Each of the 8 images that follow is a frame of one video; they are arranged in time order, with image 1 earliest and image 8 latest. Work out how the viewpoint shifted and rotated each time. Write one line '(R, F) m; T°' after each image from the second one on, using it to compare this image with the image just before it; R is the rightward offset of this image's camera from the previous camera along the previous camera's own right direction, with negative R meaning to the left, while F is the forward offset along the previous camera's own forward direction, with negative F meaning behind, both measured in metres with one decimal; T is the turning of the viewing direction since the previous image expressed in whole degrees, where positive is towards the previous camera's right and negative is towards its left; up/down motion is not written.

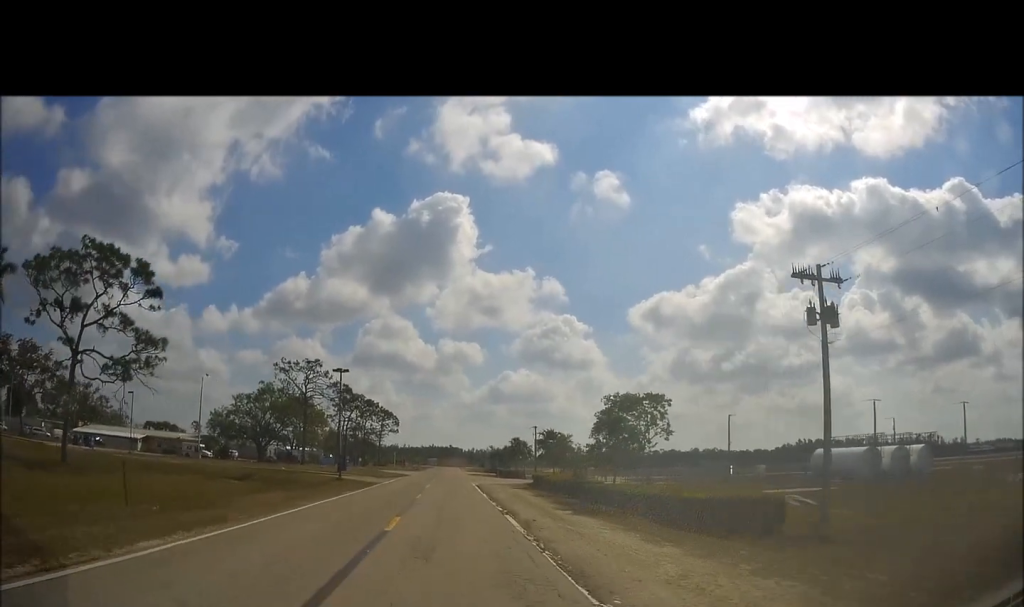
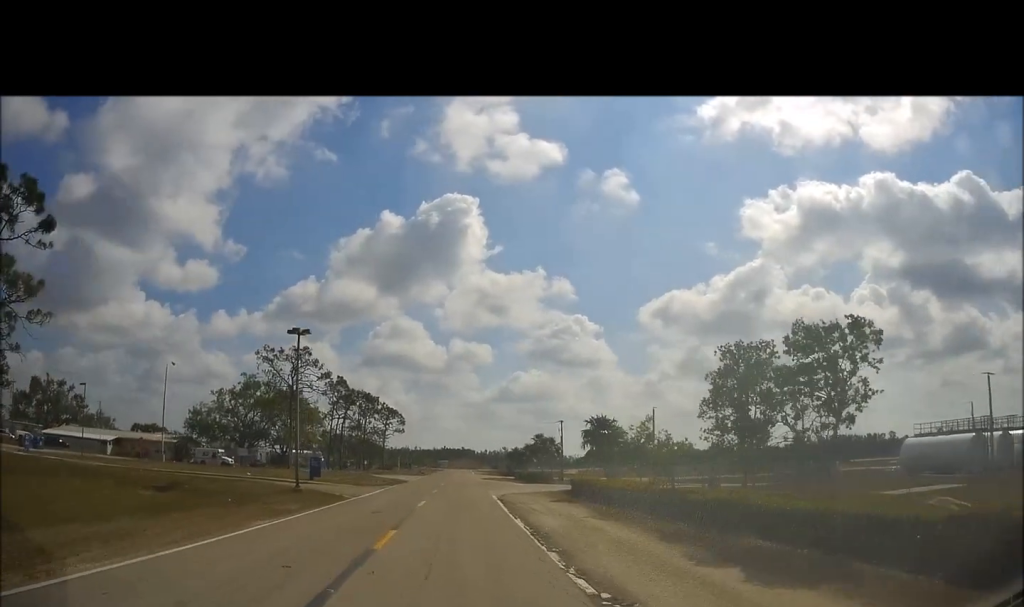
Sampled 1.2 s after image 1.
(+0.4, +14.0) m; 0°
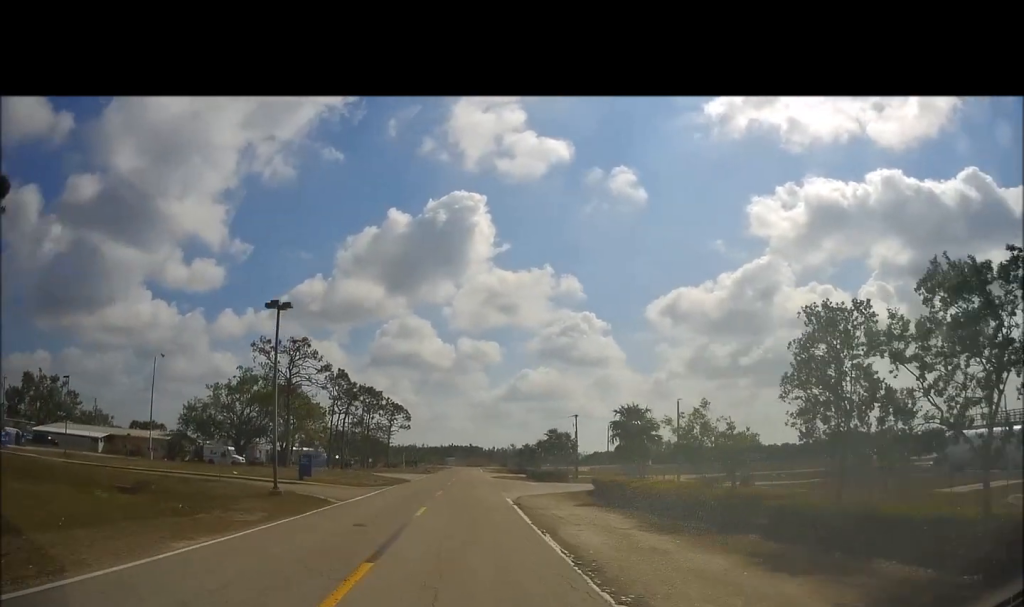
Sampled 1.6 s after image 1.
(-0.2, +4.9) m; -1°
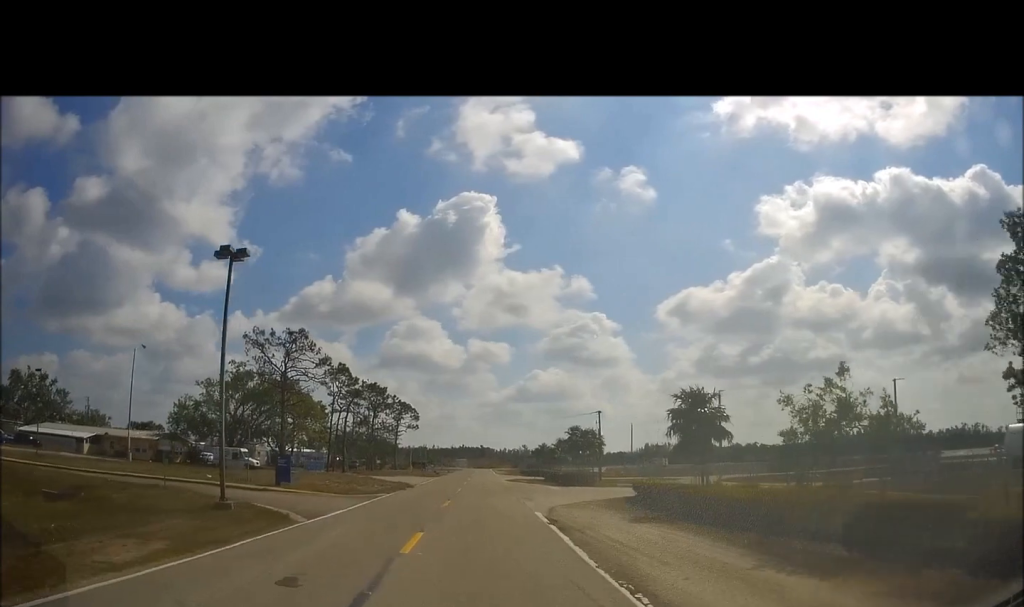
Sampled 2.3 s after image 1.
(-0.1, +7.1) m; -2°
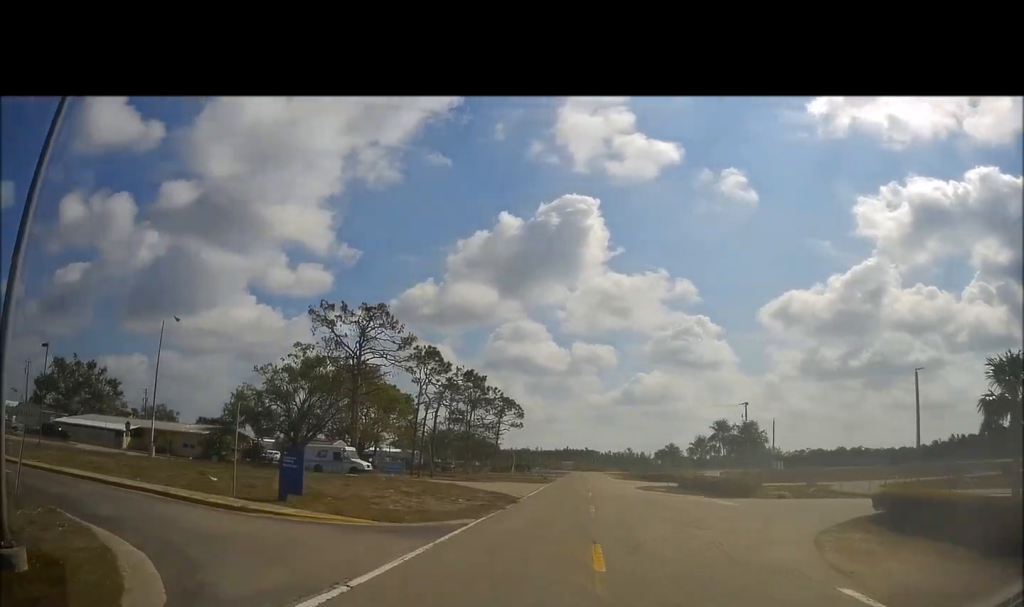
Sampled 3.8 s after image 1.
(-0.7, +14.1) m; -9°
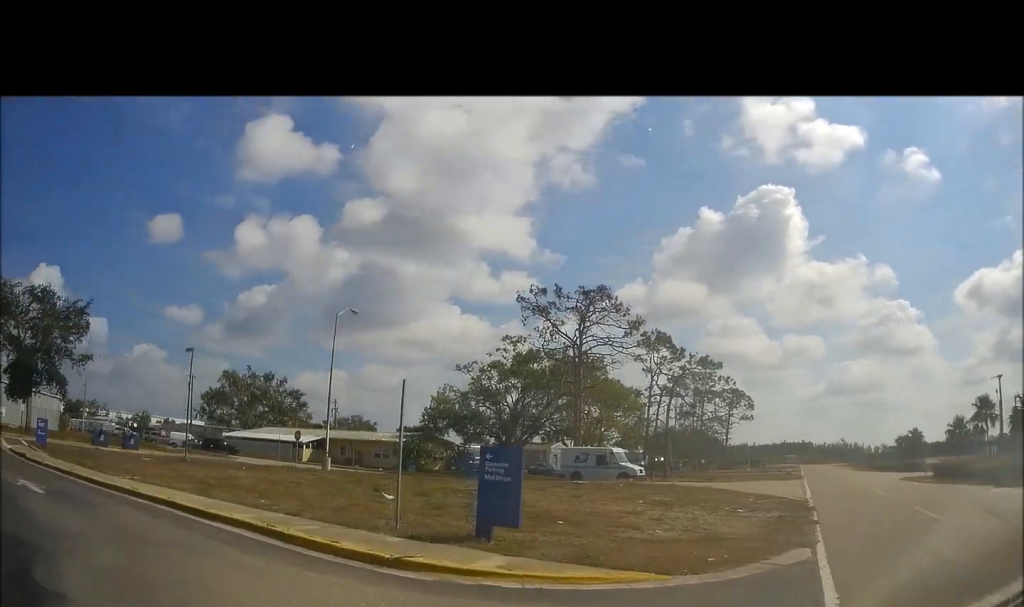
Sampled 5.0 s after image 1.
(-0.8, +8.8) m; -7°
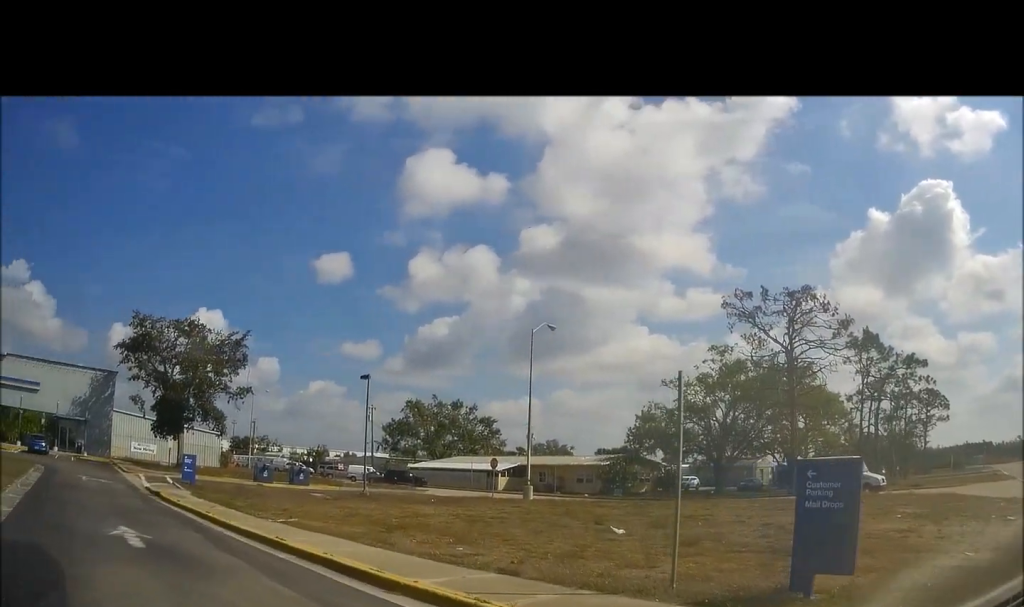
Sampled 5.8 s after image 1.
(+0.3, +4.4) m; -17°
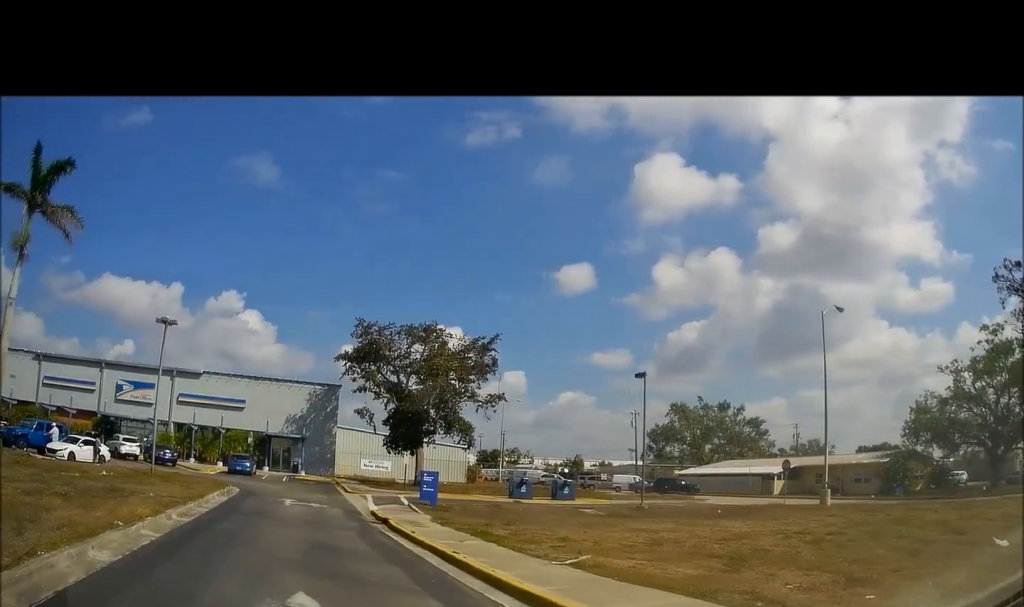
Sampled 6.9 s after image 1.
(-2.2, +4.7) m; -36°
